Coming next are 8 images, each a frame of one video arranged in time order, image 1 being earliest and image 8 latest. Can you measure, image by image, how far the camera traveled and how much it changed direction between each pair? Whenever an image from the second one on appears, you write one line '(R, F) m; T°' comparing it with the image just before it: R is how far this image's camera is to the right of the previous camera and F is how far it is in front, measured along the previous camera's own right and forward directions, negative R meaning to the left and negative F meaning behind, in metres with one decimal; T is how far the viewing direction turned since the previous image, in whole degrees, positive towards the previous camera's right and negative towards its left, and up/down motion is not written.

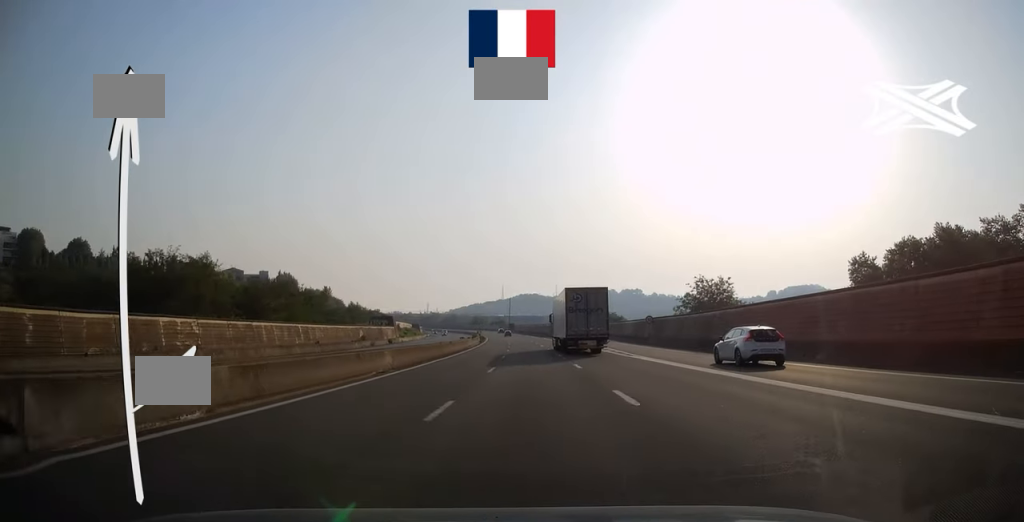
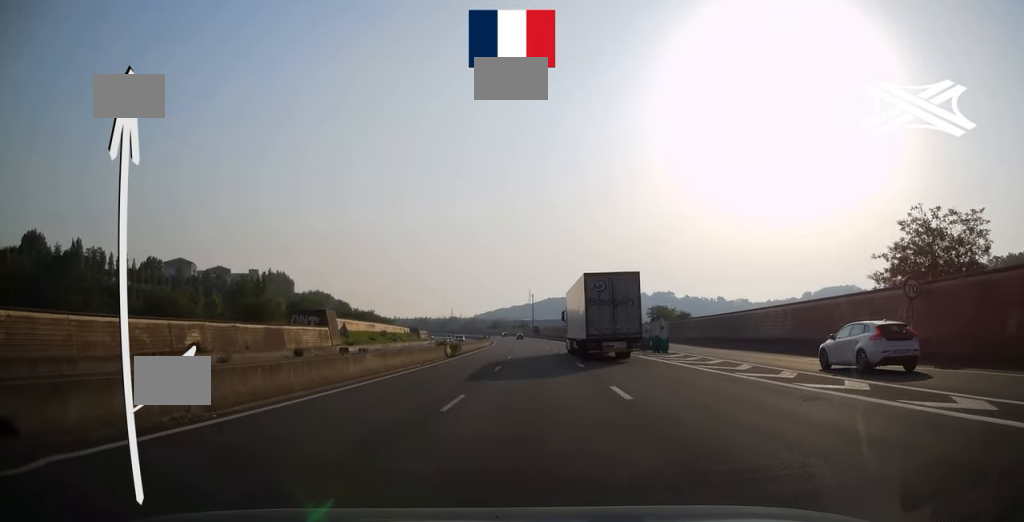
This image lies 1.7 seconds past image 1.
(-1.5, +50.3) m; -3°
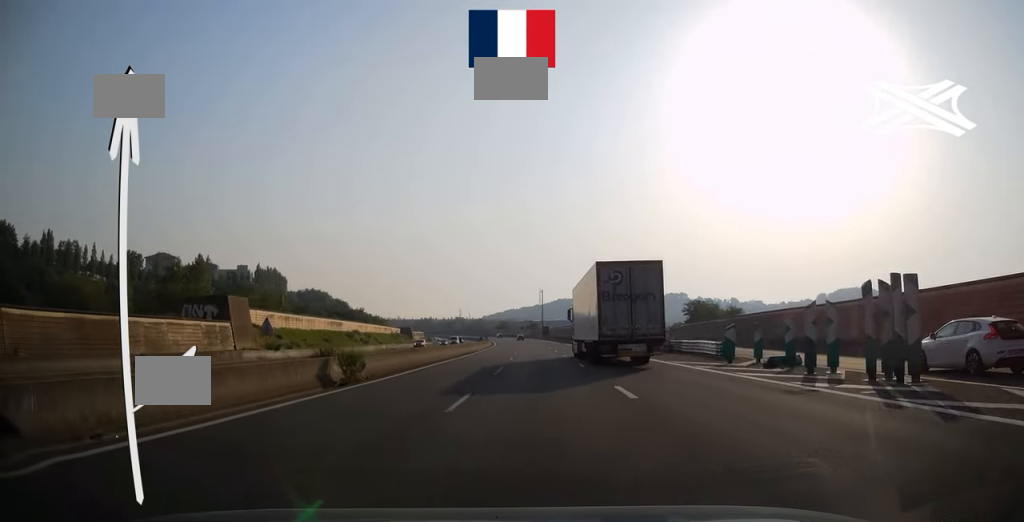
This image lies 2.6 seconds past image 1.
(-0.3, +25.8) m; -1°
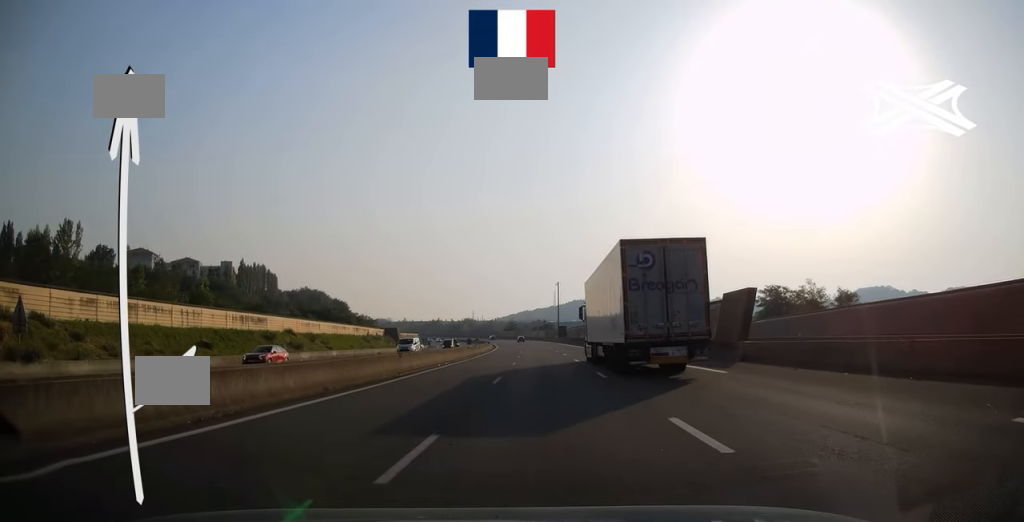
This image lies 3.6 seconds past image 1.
(-0.1, +31.7) m; -1°
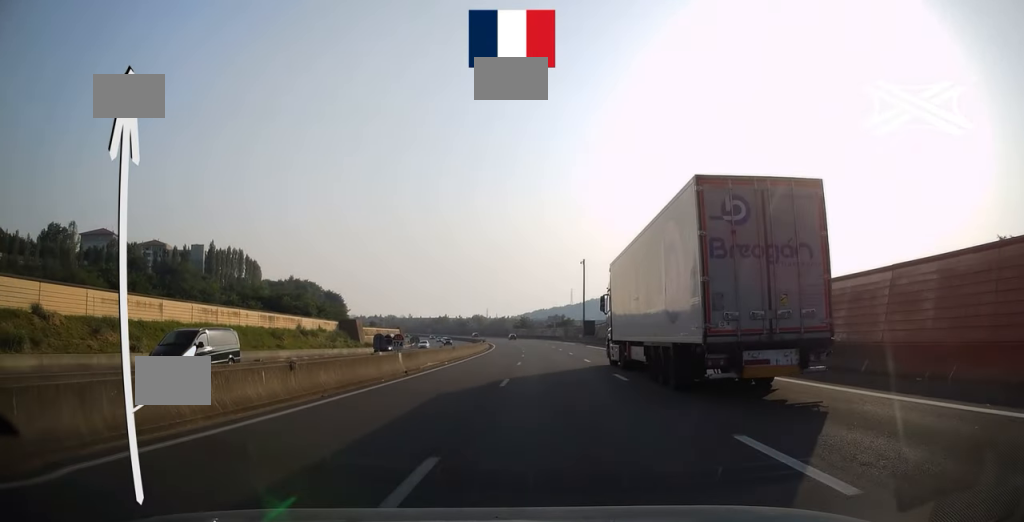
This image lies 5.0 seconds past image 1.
(-0.6, +41.1) m; -2°
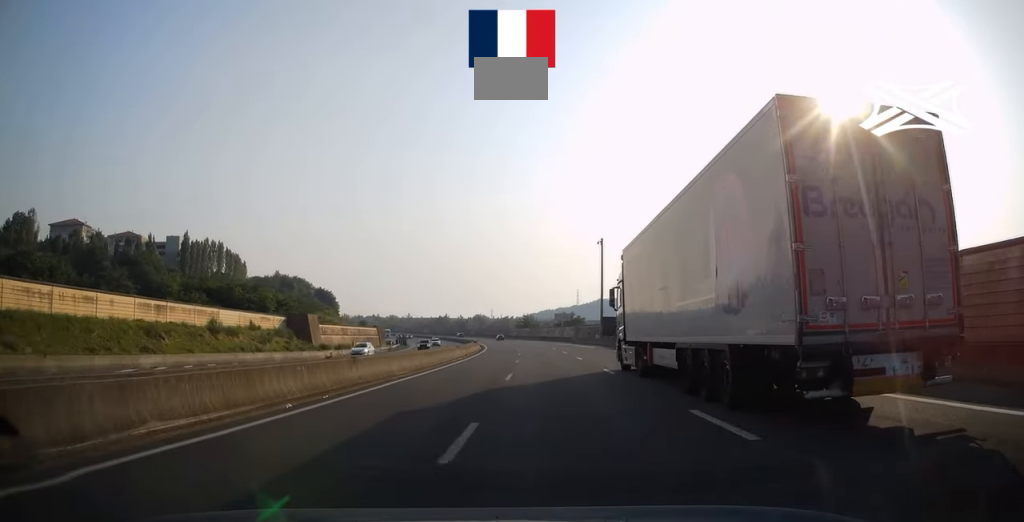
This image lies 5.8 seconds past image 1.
(-0.3, +23.2) m; -1°
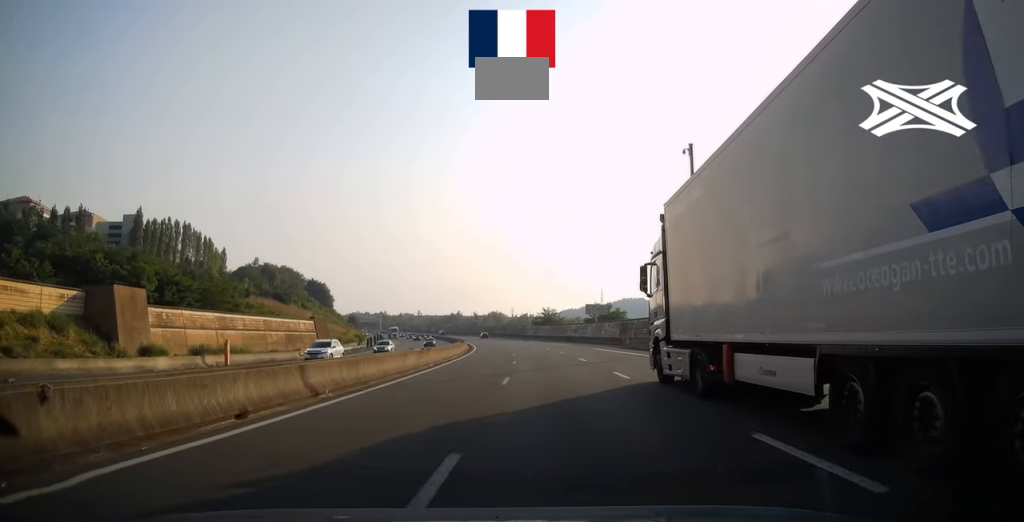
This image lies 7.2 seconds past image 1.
(-0.5, +41.4) m; -2°
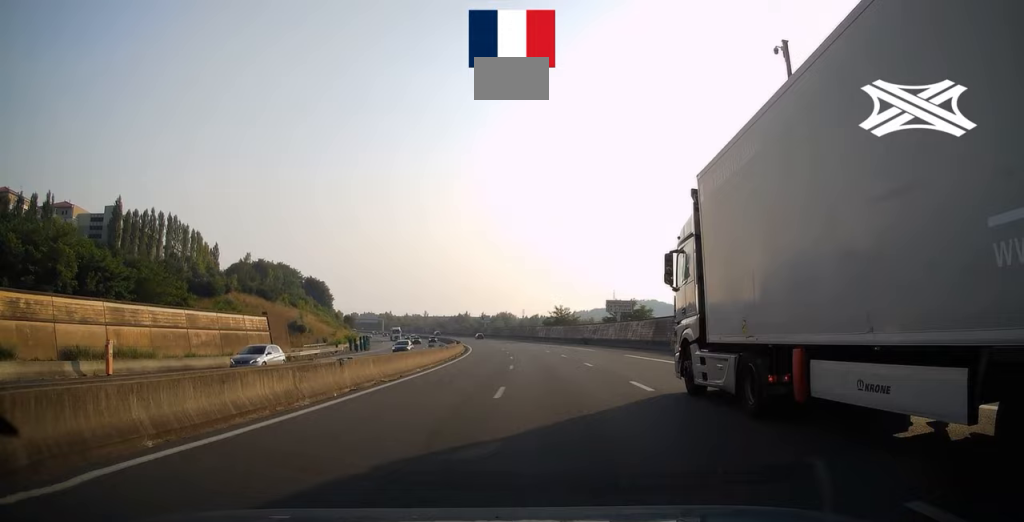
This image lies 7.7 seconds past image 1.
(-0.3, +16.2) m; -1°
